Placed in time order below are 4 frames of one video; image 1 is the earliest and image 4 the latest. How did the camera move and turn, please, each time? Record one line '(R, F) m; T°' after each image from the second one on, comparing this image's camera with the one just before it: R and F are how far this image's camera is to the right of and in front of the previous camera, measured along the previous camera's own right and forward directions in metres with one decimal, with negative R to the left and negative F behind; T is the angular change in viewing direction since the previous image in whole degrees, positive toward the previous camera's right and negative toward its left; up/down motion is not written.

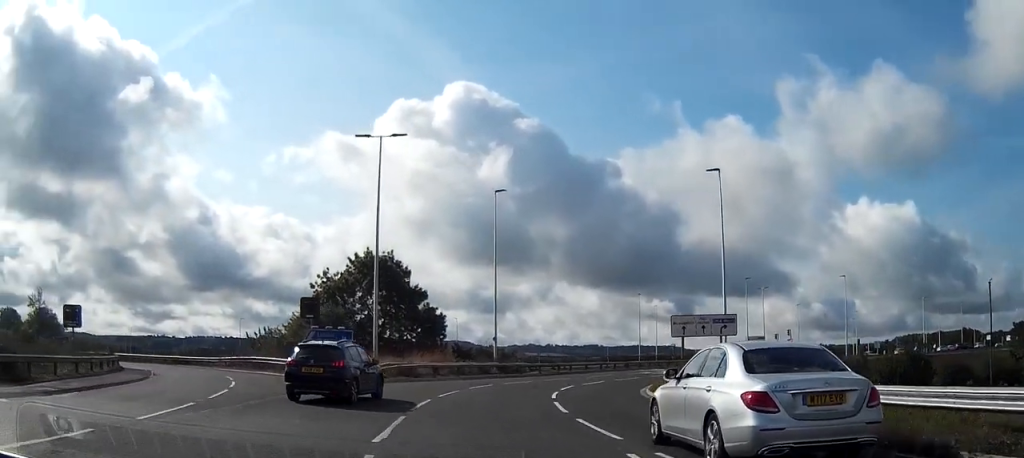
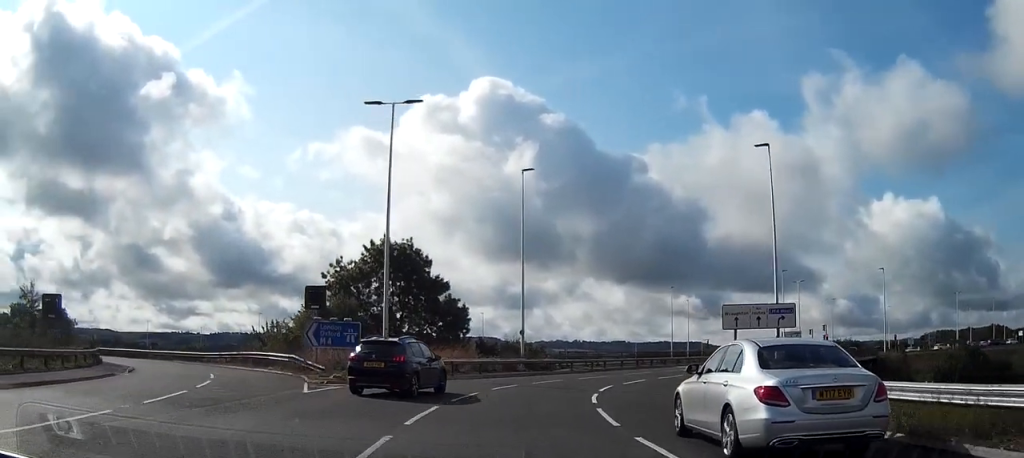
(-0.1, +4.8) m; -1°
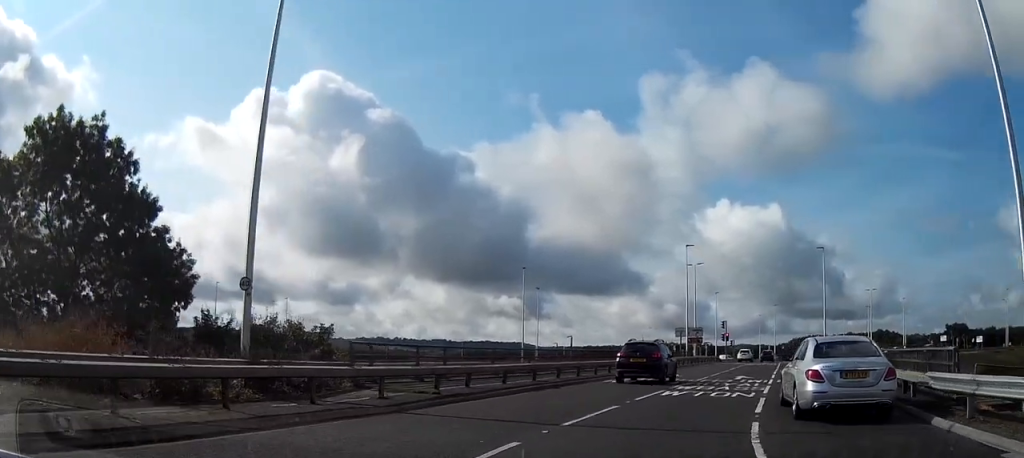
(+3.0, +29.7) m; +18°
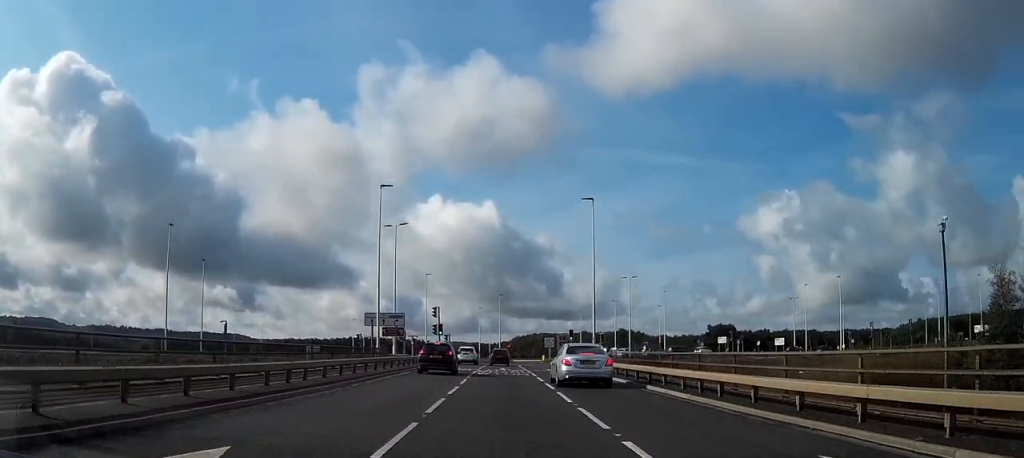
(+5.1, +27.6) m; +15°
